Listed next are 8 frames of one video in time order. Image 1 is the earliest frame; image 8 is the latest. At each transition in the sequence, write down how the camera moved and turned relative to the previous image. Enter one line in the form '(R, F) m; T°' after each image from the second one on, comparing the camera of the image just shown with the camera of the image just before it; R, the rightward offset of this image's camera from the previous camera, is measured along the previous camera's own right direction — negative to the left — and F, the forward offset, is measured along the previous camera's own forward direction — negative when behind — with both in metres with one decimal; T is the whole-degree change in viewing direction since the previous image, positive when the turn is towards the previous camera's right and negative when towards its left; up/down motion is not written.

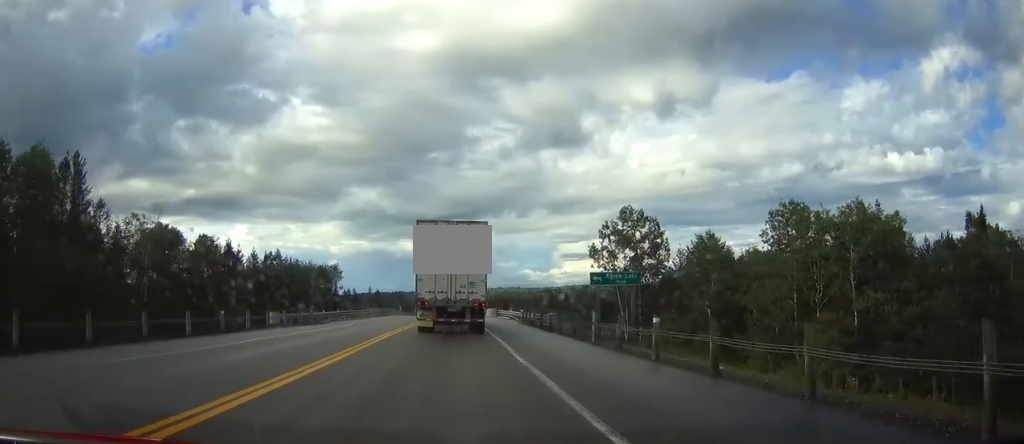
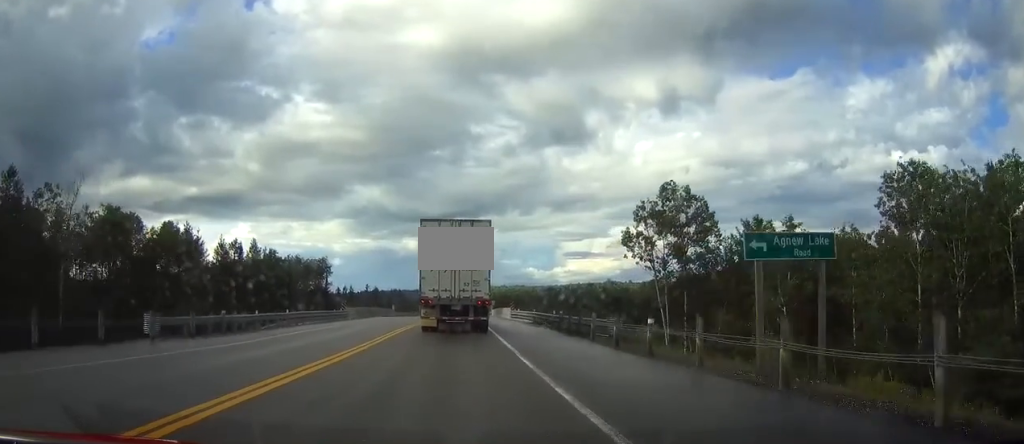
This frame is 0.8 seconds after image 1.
(0.0, +17.4) m; 0°
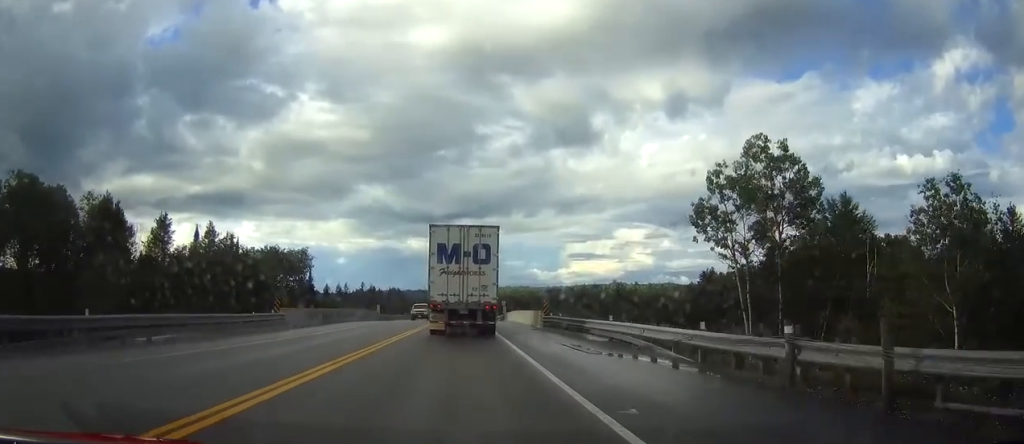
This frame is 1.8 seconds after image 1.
(0.0, +22.4) m; 0°
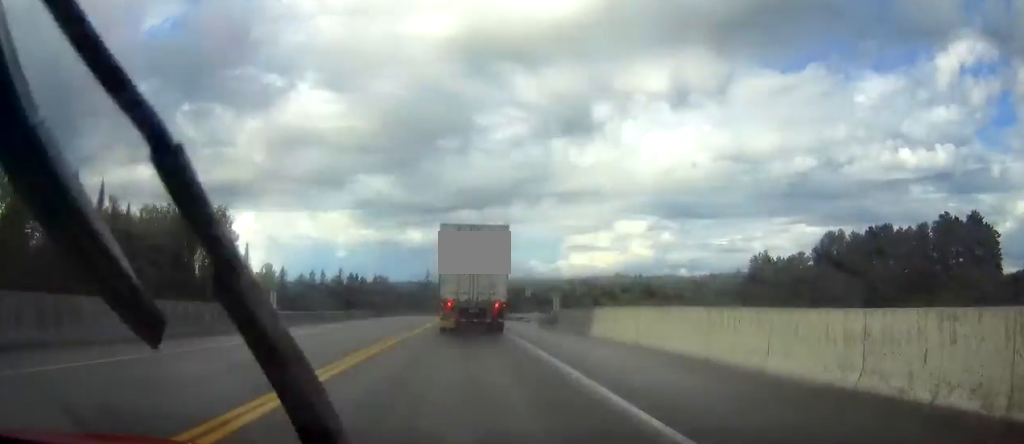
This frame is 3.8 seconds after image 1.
(0.0, +43.1) m; 0°
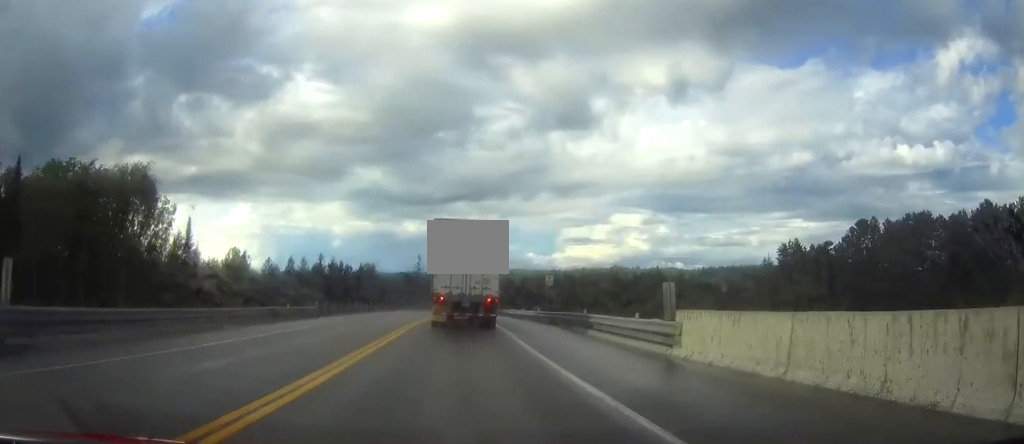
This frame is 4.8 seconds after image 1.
(0.0, +21.4) m; 0°
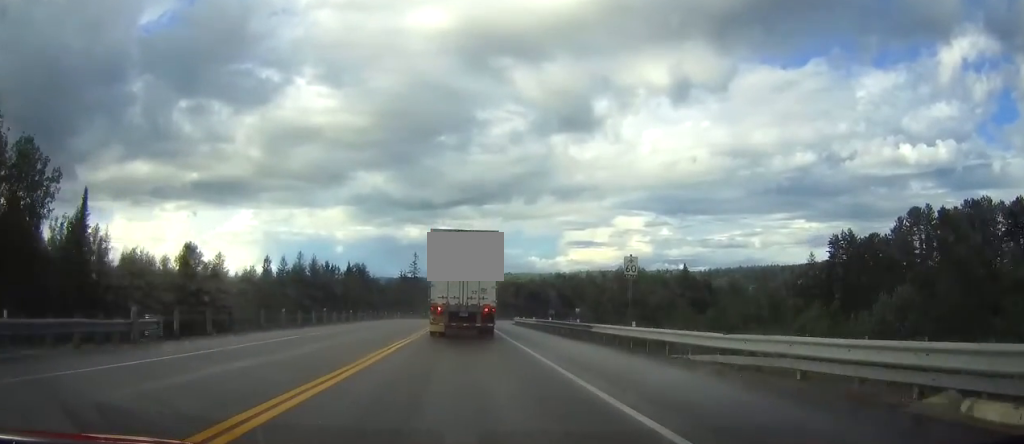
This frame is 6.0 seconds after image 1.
(0.0, +25.5) m; 0°
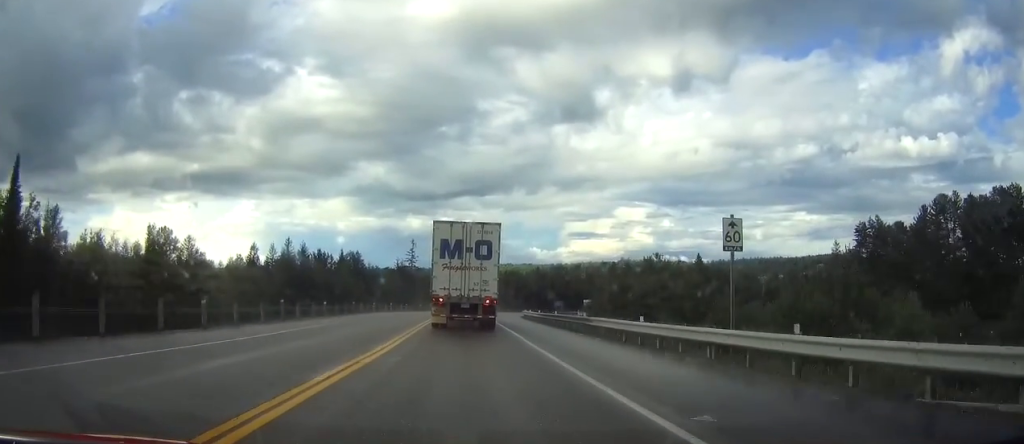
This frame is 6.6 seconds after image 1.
(0.0, +11.3) m; 0°
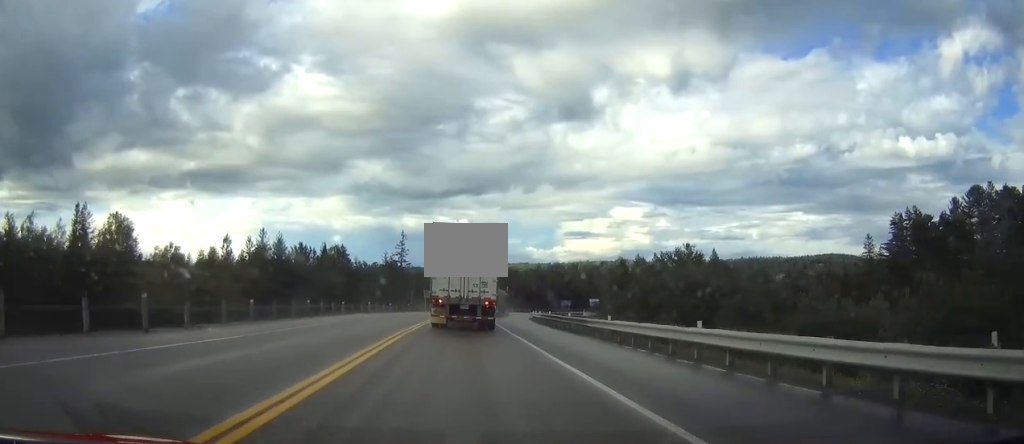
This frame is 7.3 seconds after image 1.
(0.0, +15.4) m; 0°
